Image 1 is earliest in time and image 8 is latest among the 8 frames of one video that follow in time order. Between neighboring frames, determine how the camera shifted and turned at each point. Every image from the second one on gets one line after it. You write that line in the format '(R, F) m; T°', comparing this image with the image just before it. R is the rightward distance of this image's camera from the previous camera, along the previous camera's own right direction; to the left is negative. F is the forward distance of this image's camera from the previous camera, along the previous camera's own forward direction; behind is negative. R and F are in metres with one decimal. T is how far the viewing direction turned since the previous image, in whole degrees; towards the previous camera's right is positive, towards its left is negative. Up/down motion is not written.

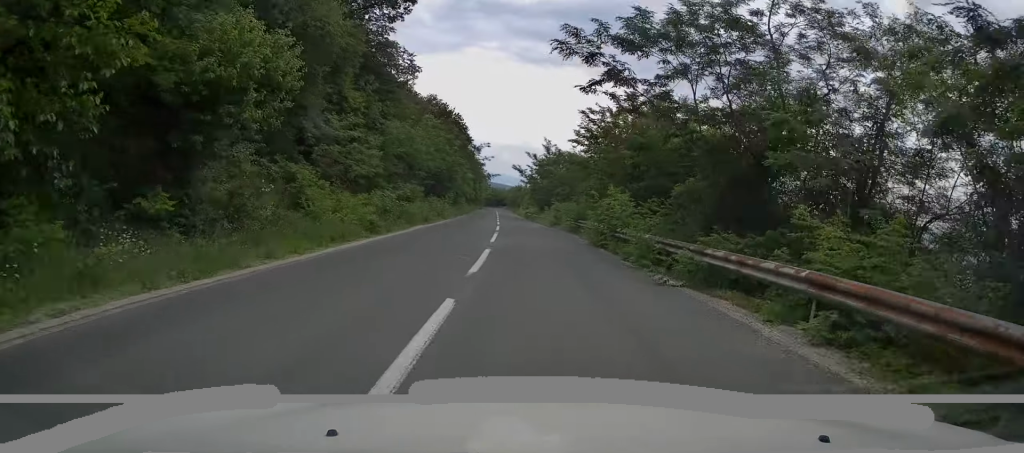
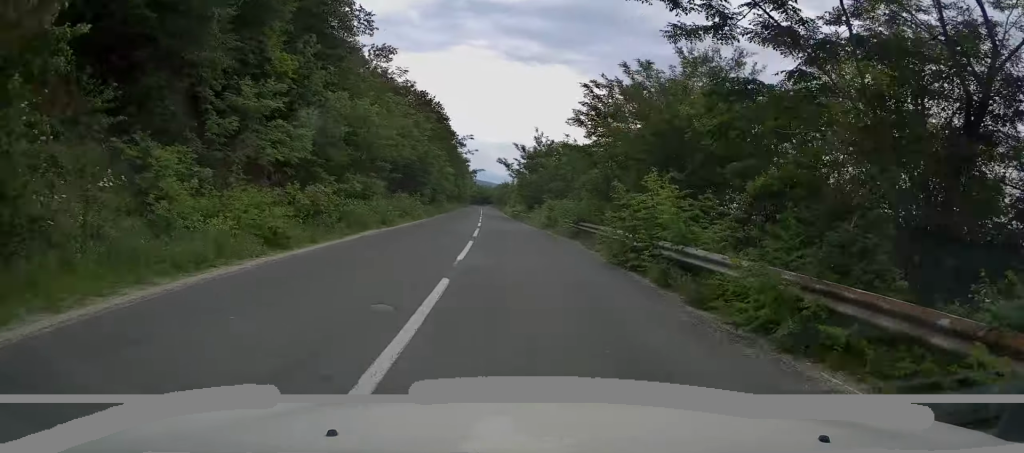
(+0.1, +6.8) m; 0°
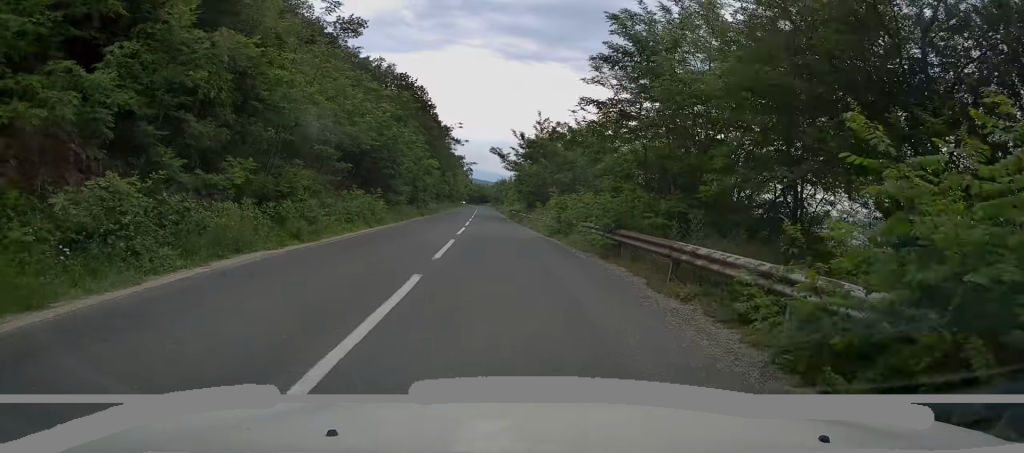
(-0.1, +9.2) m; -1°
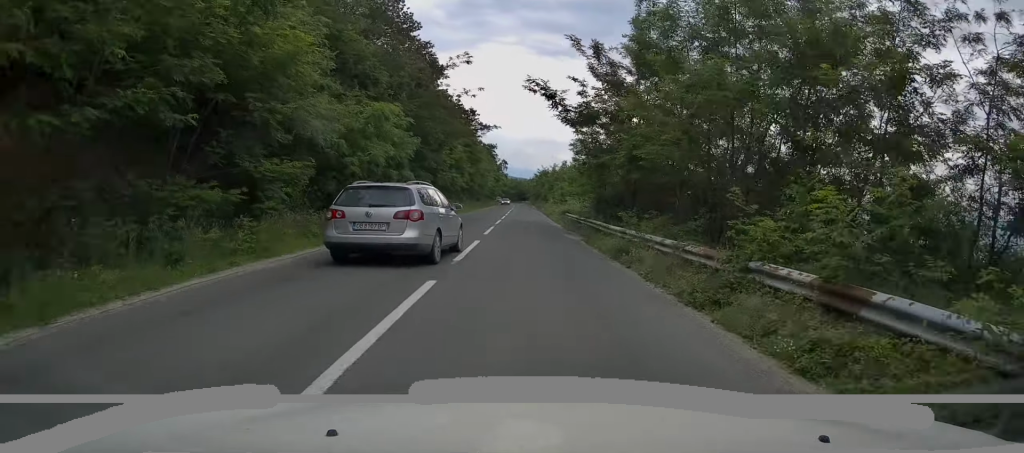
(-0.6, +27.7) m; -1°
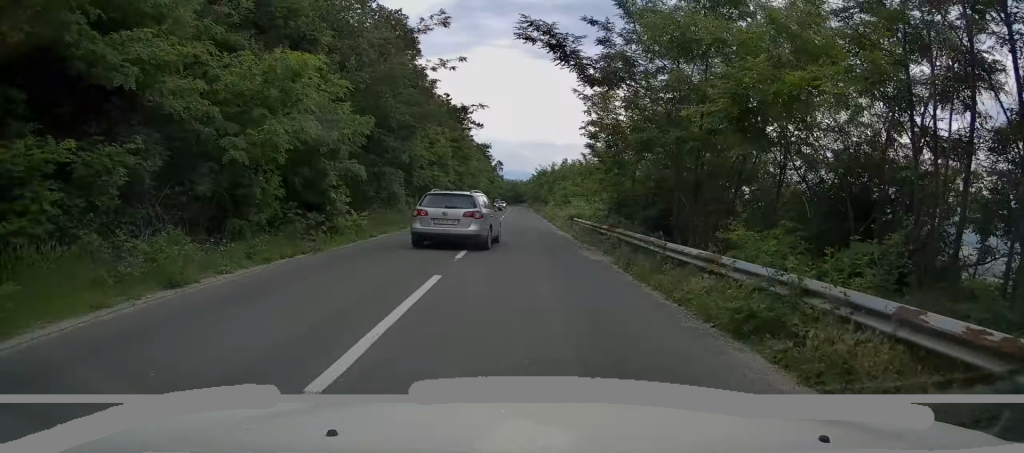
(+0.1, +7.8) m; 0°
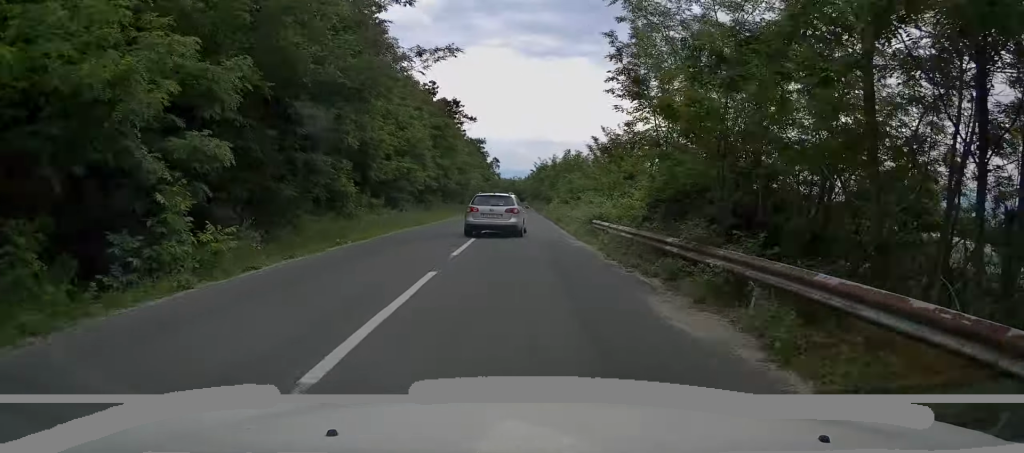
(-0.1, +8.8) m; 0°
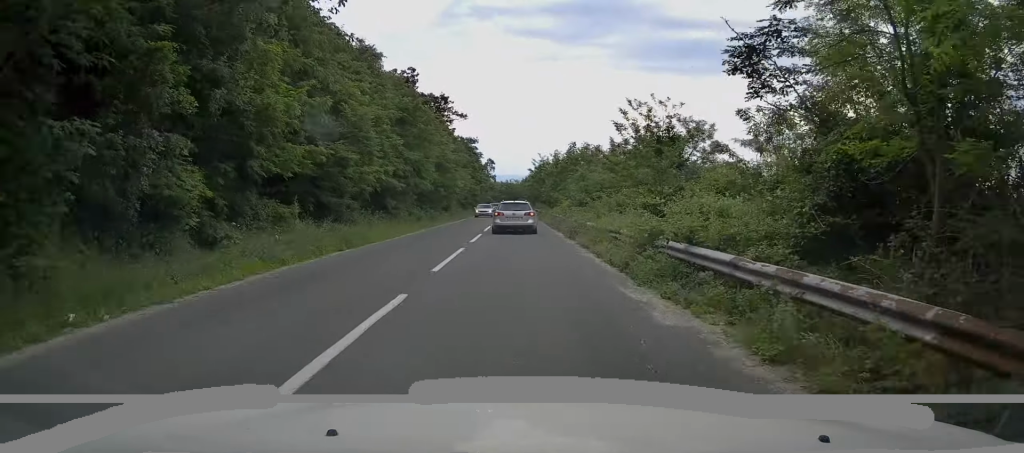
(-0.1, +10.8) m; 0°
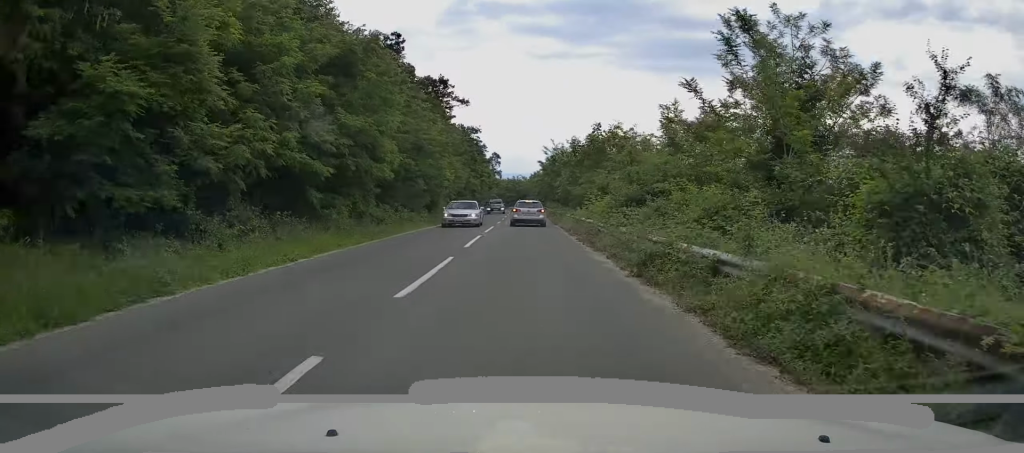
(0.0, +12.3) m; 0°
